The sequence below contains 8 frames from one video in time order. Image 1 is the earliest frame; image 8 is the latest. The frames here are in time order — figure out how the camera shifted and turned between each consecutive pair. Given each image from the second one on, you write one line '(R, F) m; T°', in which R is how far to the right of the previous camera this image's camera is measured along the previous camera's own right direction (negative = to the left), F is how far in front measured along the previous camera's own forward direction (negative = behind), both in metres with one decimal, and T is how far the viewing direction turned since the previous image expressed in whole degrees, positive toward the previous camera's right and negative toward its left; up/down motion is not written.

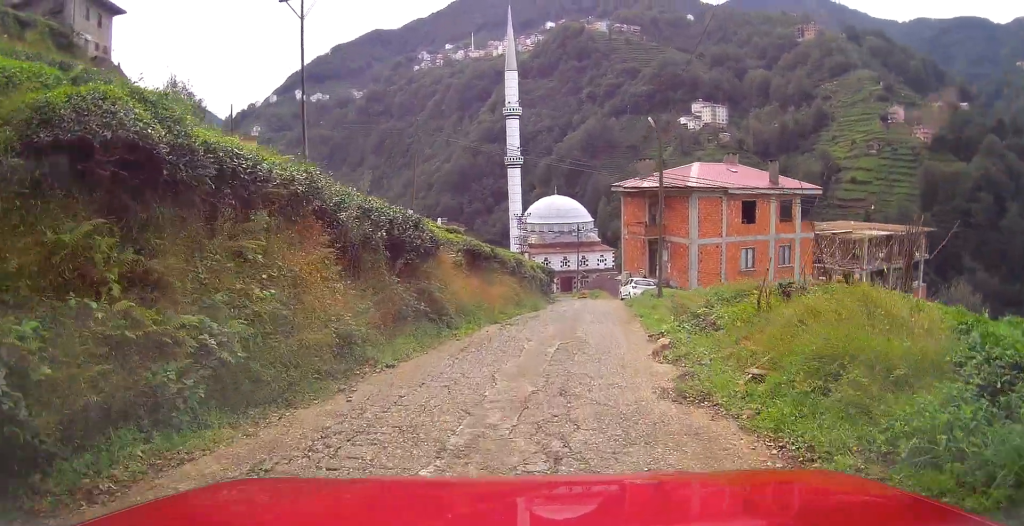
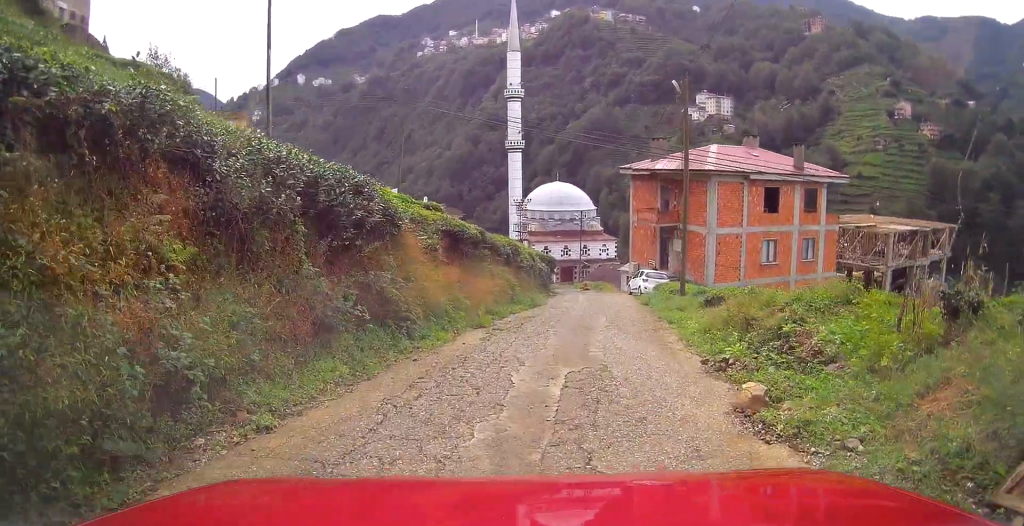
(0.0, +4.1) m; +5°
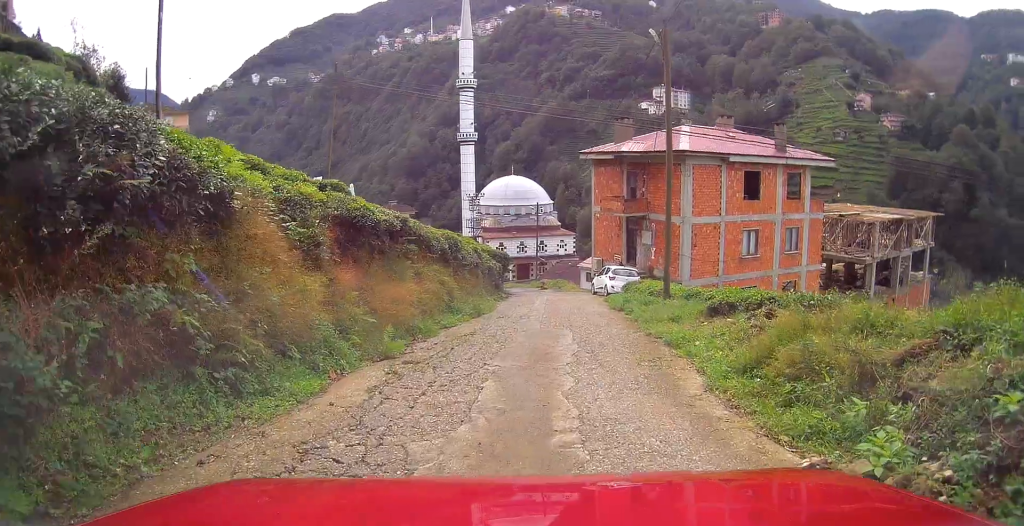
(+0.4, +4.5) m; +7°
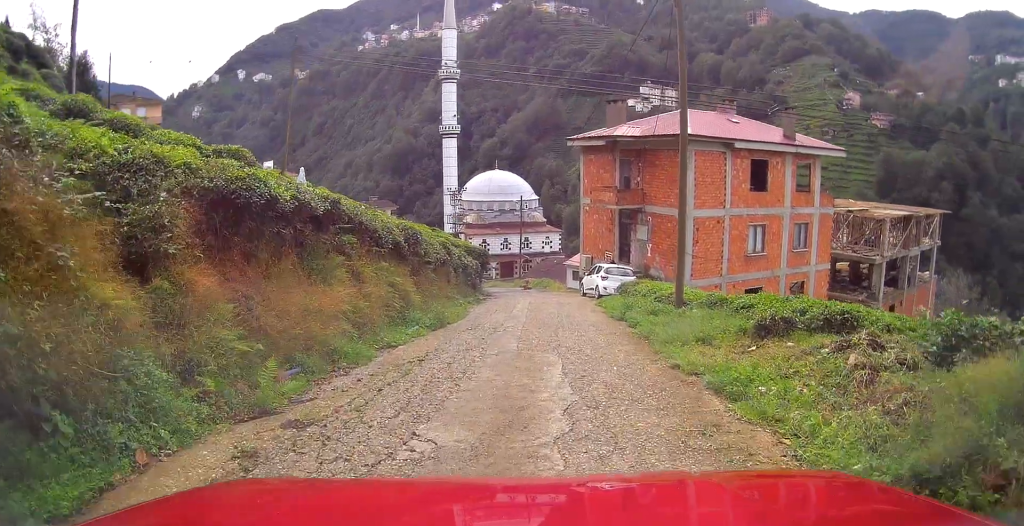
(+0.1, +3.6) m; 0°
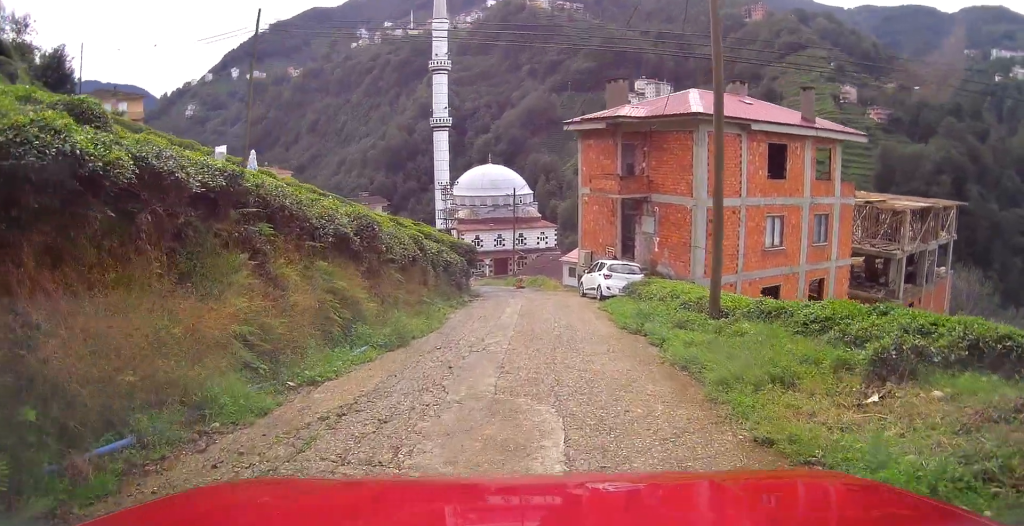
(0.0, +3.3) m; -2°
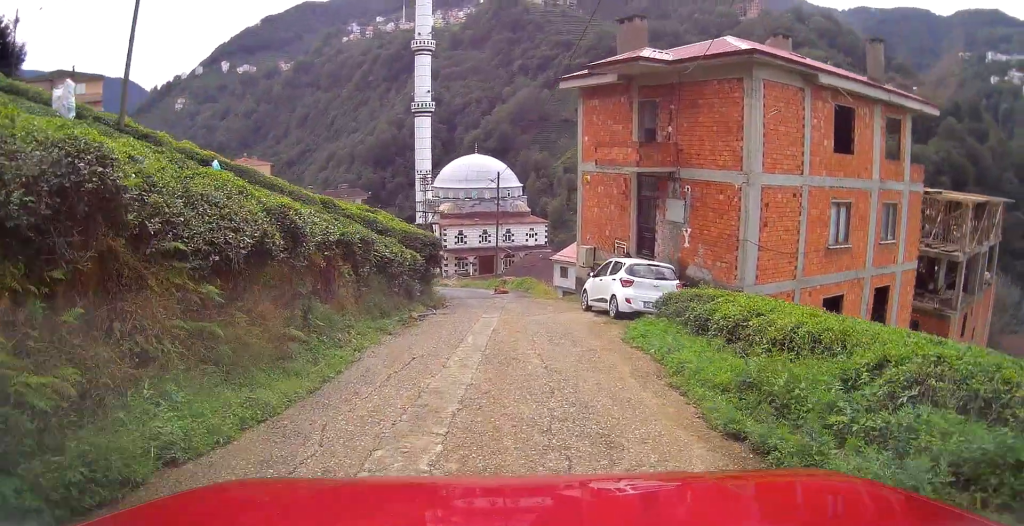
(-0.2, +7.9) m; +2°
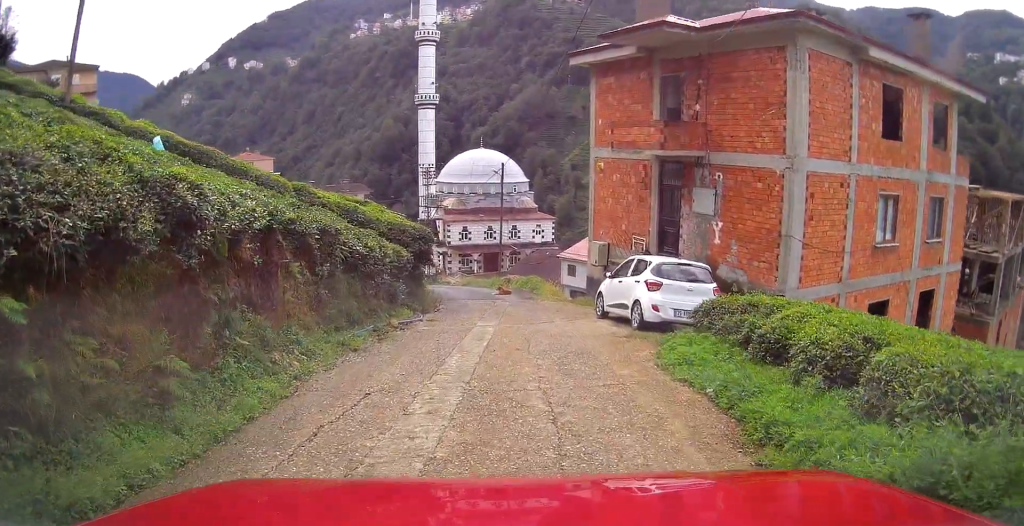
(+0.1, +3.0) m; 0°
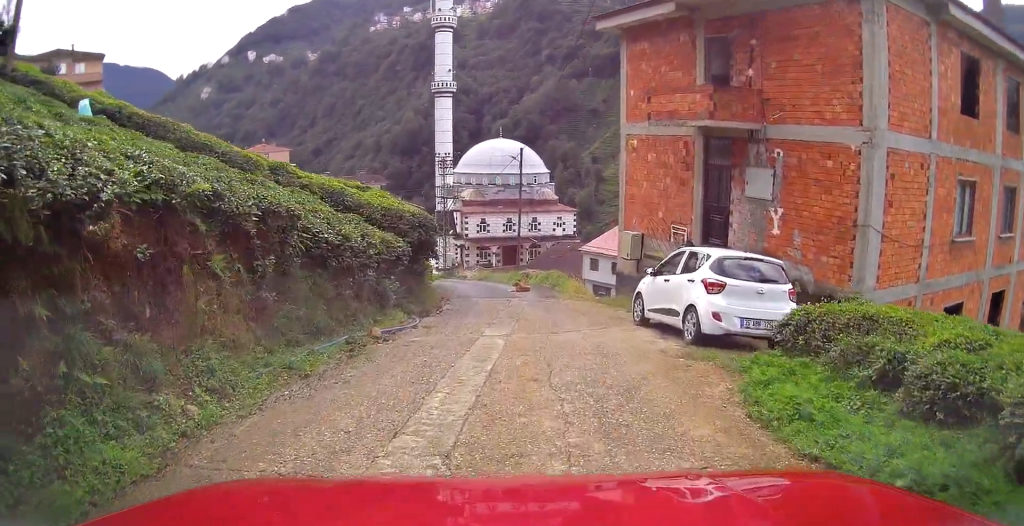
(+0.2, +3.1) m; -1°
